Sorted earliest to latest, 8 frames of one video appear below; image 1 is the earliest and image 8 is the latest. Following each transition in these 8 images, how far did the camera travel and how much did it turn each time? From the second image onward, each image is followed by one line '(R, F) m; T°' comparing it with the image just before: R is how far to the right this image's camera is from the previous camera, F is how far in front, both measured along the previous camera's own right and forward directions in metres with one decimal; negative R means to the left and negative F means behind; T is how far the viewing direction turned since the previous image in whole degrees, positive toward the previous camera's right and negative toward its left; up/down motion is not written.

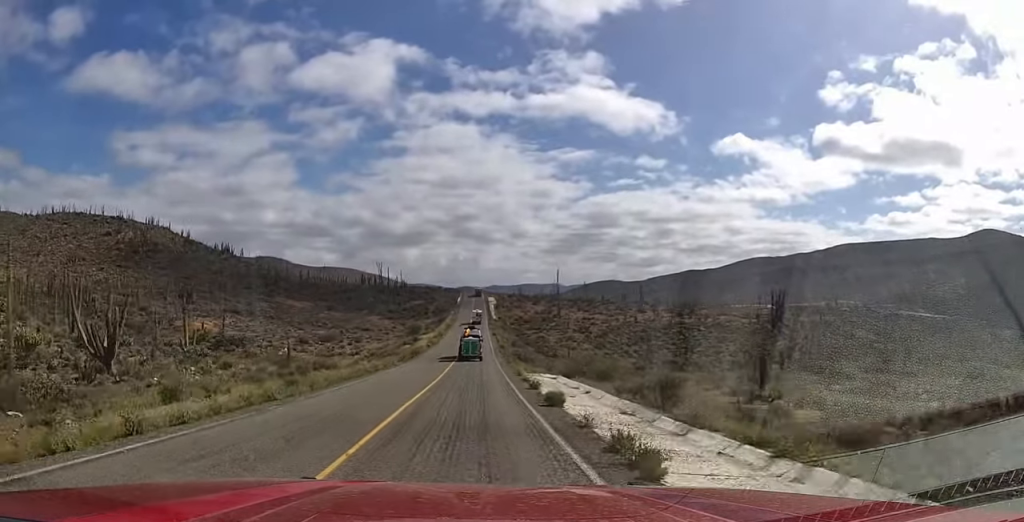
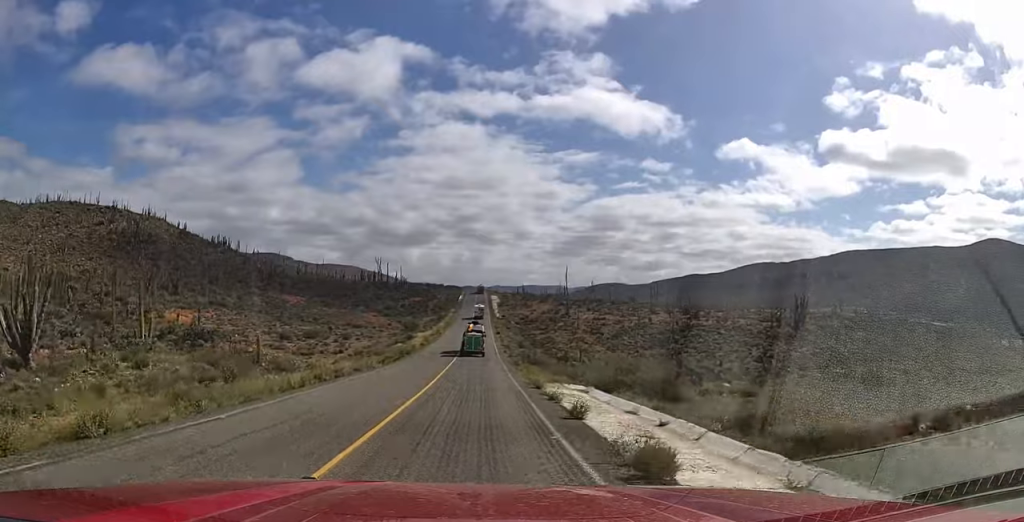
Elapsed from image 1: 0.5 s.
(0.0, +9.9) m; 0°
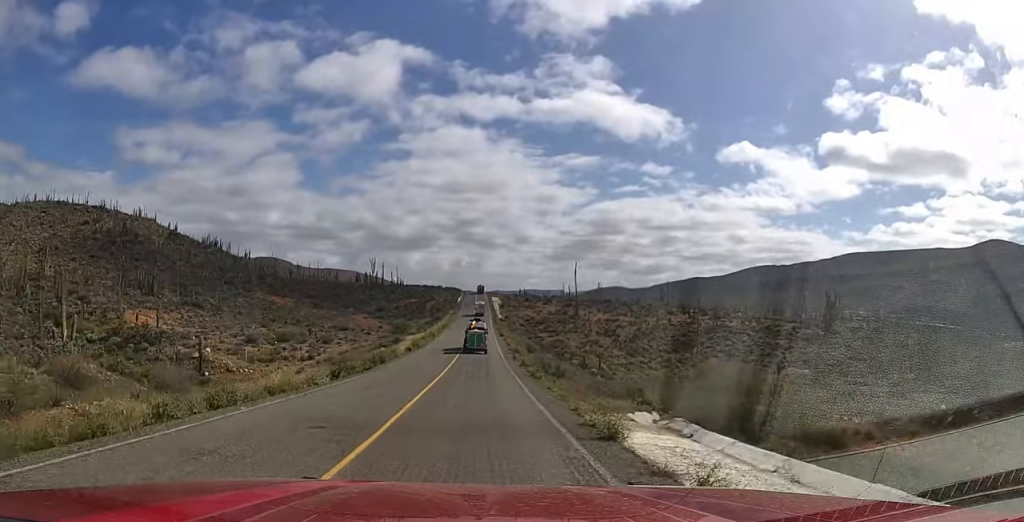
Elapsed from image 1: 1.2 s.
(+0.3, +12.5) m; 0°
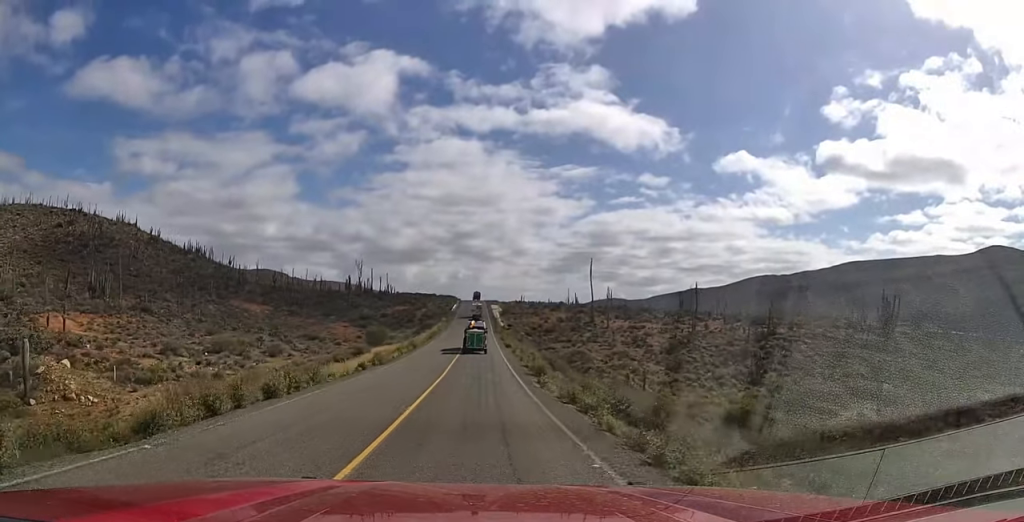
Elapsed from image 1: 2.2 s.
(-0.3, +20.0) m; -1°
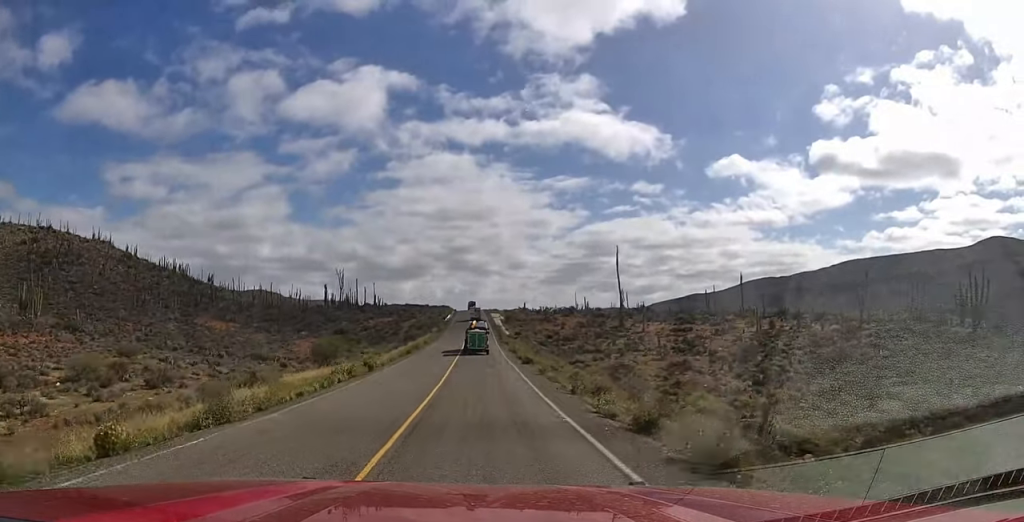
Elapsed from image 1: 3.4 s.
(+0.1, +23.4) m; 0°
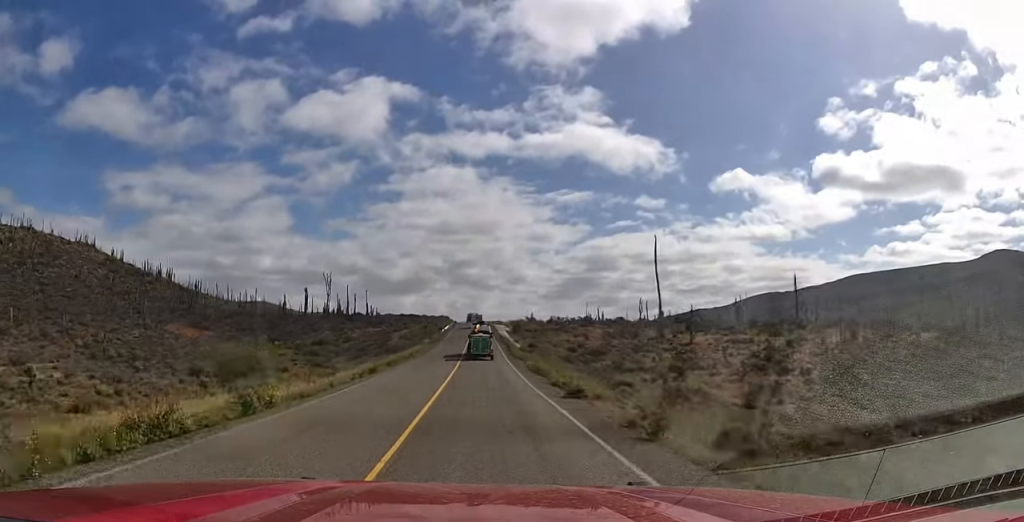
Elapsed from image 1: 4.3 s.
(-0.2, +18.5) m; 0°
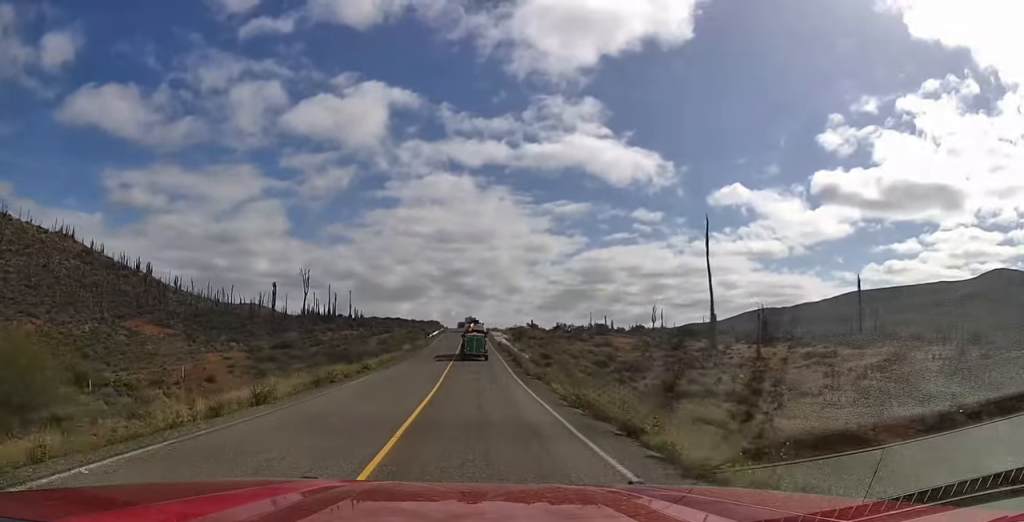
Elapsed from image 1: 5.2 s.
(+0.2, +18.0) m; 0°
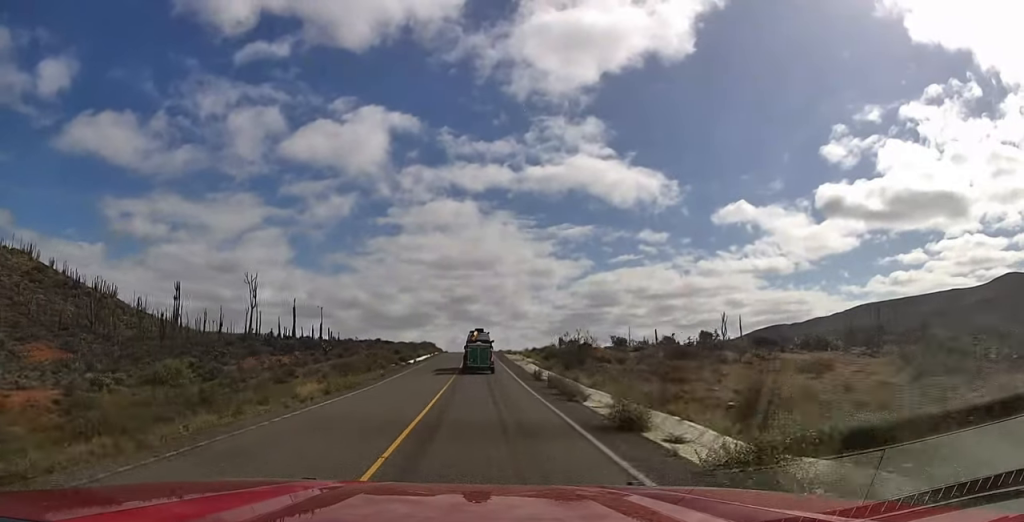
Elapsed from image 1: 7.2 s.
(-0.9, +42.1) m; 0°
